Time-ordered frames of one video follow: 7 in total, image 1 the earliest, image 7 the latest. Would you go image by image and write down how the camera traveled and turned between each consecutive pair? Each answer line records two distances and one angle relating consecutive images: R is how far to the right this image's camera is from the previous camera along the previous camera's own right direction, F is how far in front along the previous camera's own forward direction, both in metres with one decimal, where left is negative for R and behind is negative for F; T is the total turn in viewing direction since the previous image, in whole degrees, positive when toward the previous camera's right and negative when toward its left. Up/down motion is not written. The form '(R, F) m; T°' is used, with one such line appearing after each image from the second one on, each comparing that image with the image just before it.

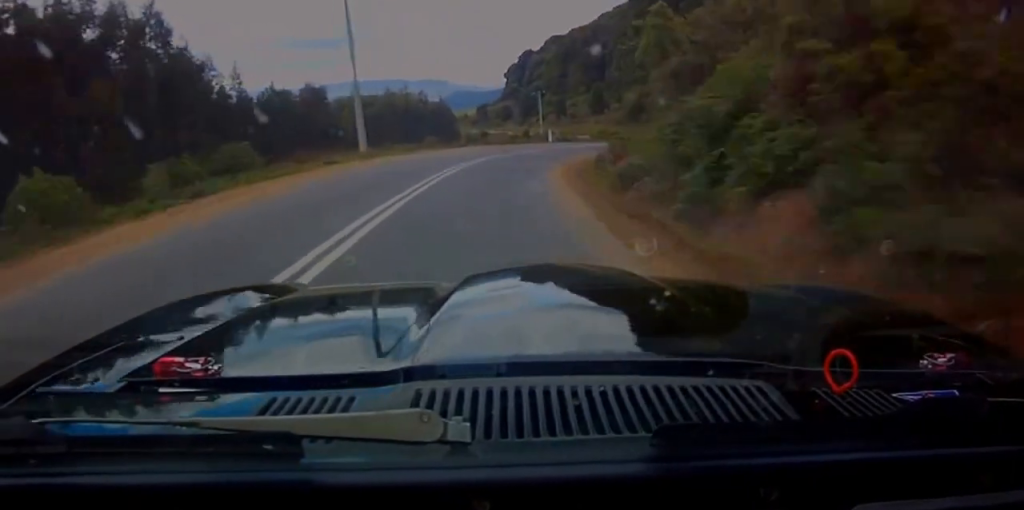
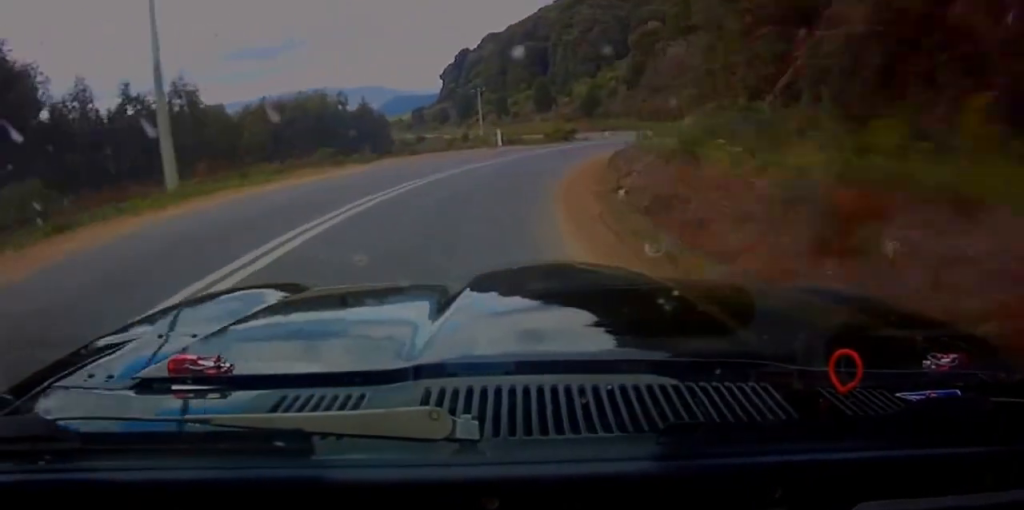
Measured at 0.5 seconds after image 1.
(+0.5, +14.4) m; -2°
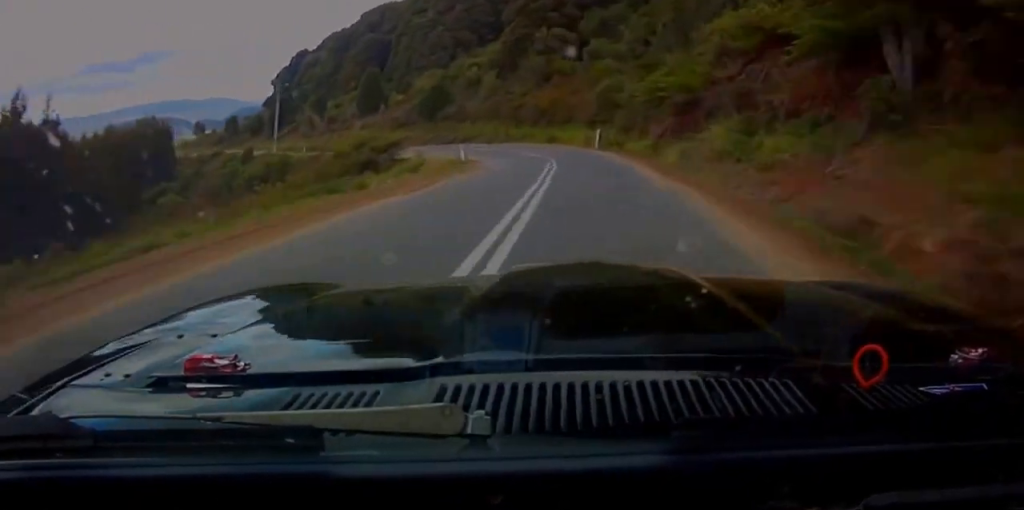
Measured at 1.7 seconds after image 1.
(-2.8, +38.4) m; -4°
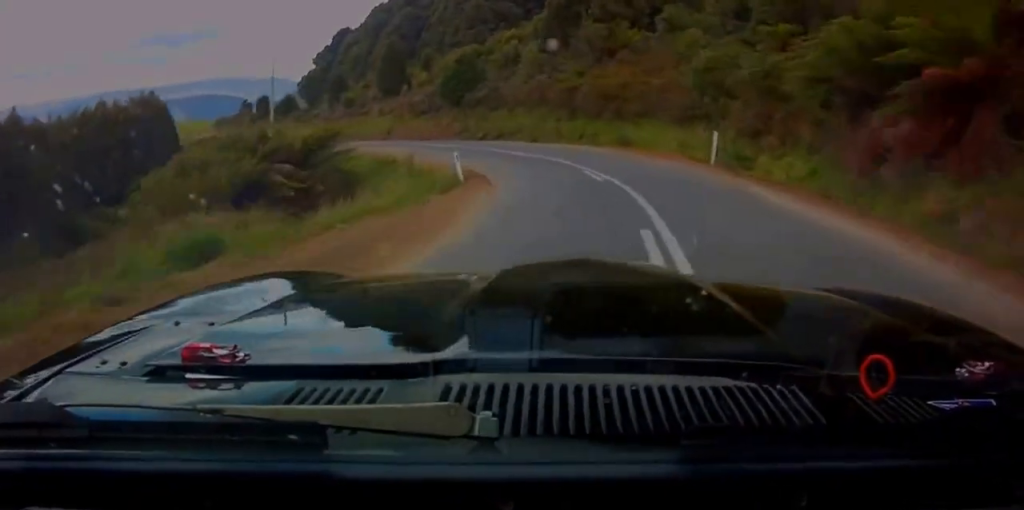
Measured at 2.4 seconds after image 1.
(0.0, +19.2) m; 0°
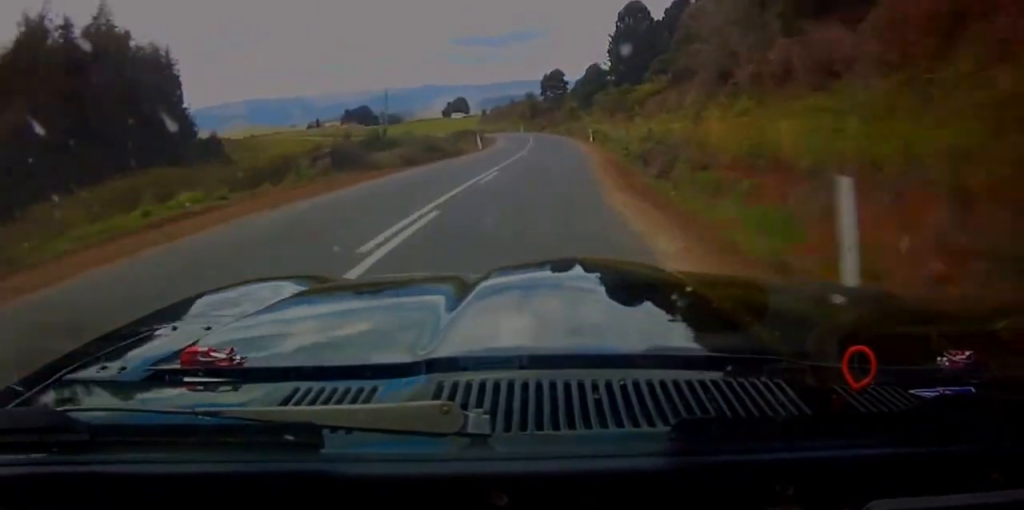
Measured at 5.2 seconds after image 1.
(-9.0, +80.3) m; -20°
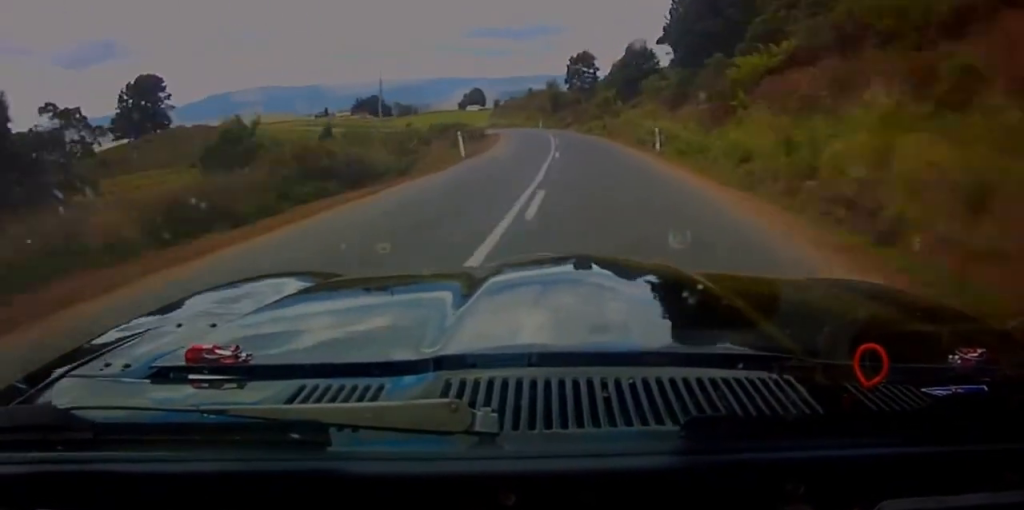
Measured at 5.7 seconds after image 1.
(-1.1, +19.0) m; -4°
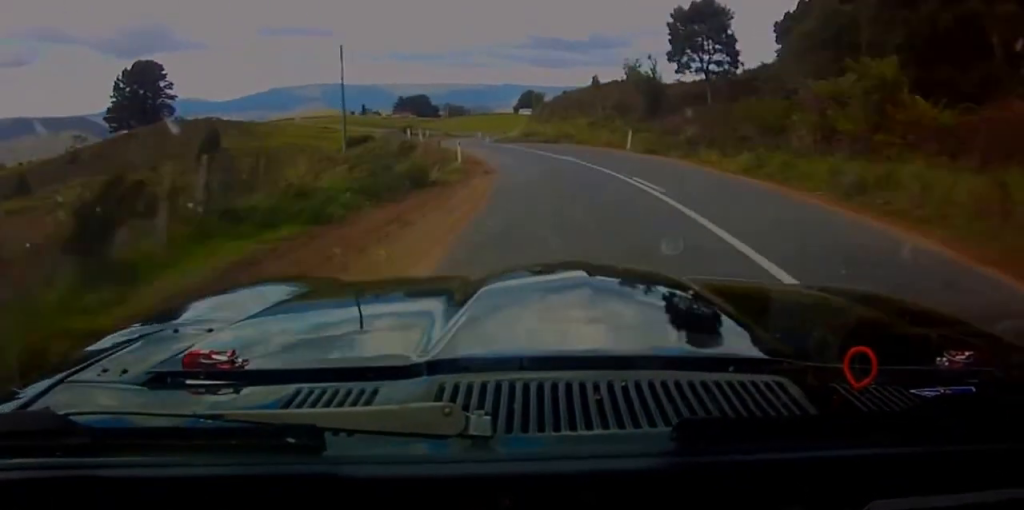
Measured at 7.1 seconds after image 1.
(-0.8, +47.0) m; -3°
